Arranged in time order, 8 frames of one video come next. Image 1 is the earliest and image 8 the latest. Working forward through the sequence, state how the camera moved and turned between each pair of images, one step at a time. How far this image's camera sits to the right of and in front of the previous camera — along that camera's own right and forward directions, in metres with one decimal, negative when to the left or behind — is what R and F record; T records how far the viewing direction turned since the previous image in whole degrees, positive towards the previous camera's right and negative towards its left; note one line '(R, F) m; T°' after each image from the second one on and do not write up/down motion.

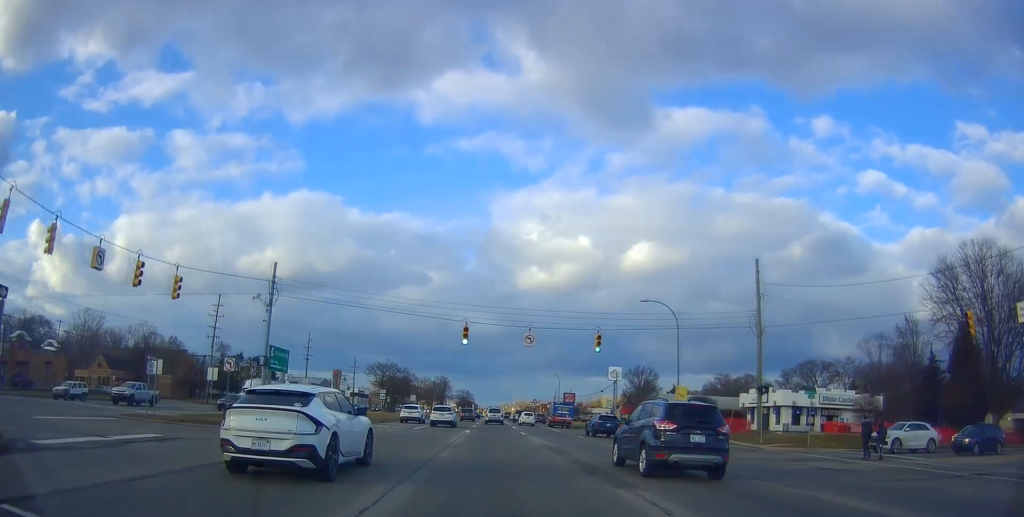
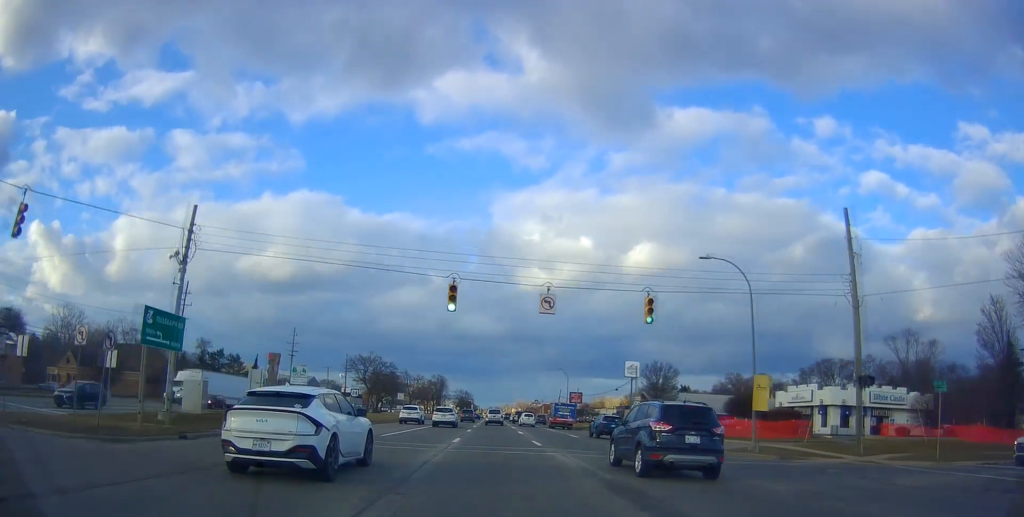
(-0.2, +11.6) m; -1°
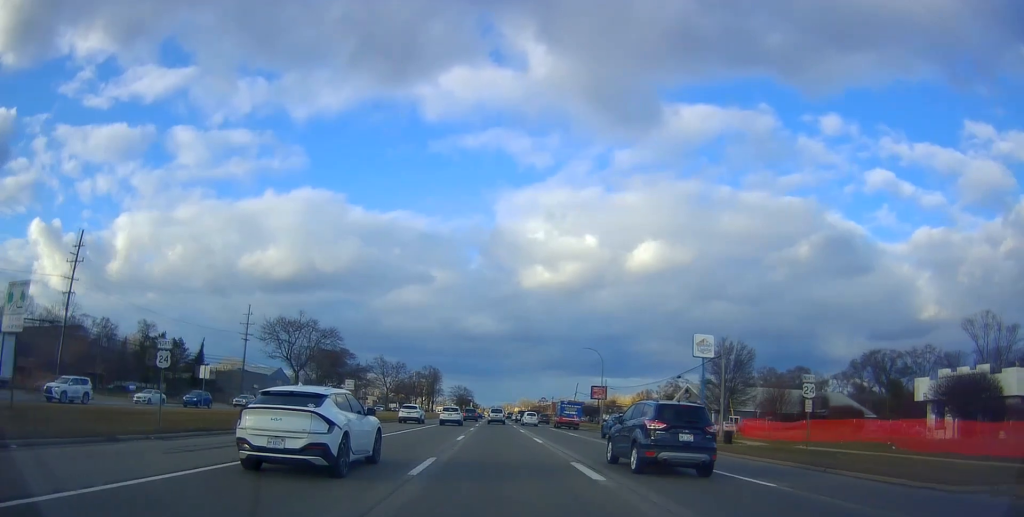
(0.0, +27.6) m; +2°
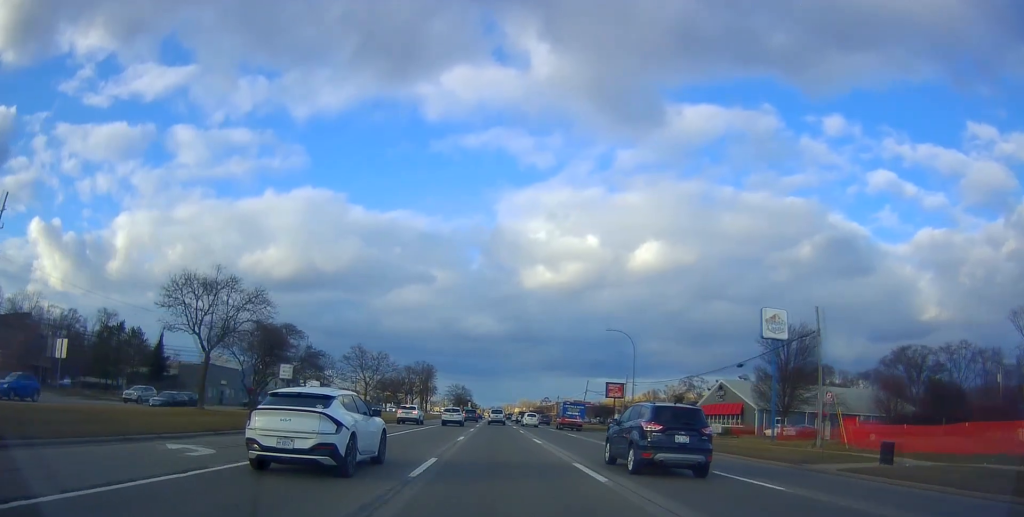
(+0.2, +14.7) m; 0°
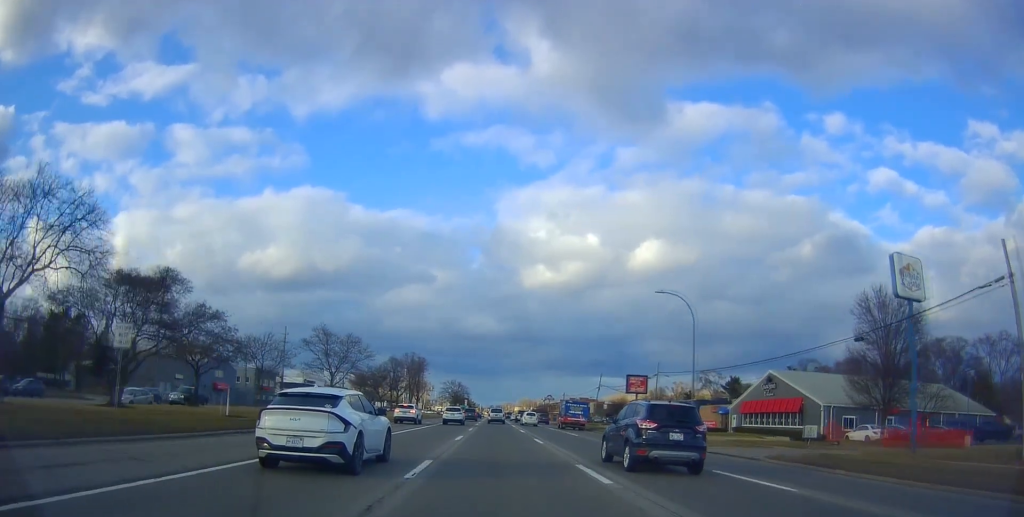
(0.0, +15.5) m; -1°
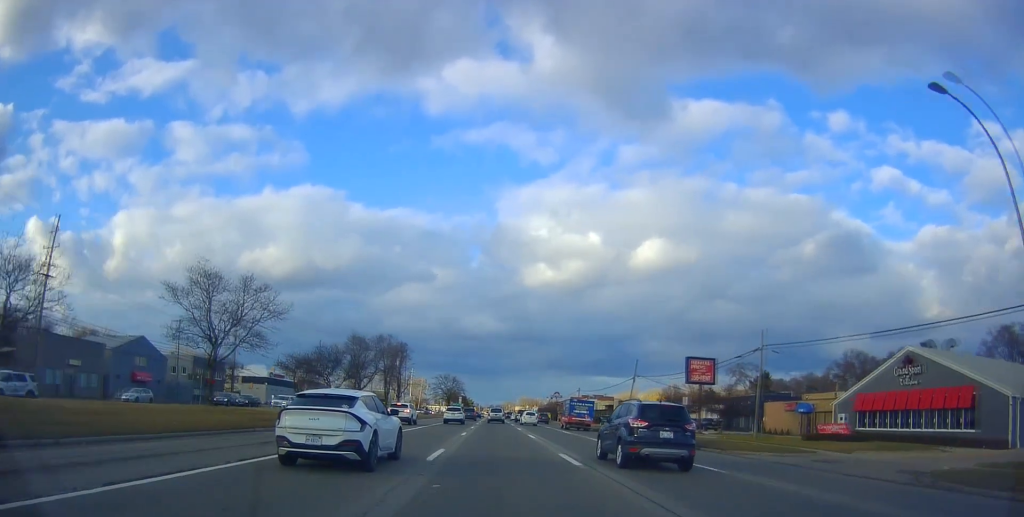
(-0.2, +26.0) m; 0°
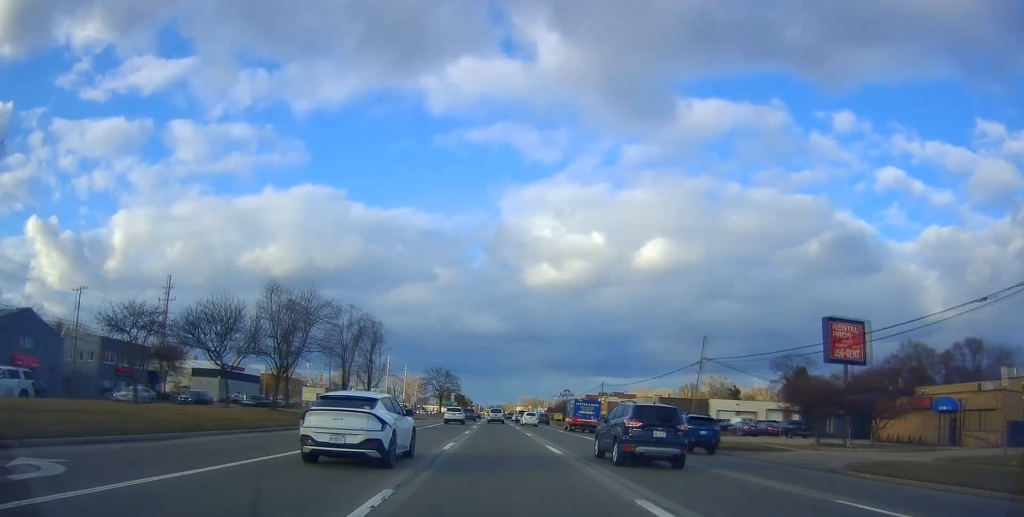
(+0.3, +25.4) m; 0°
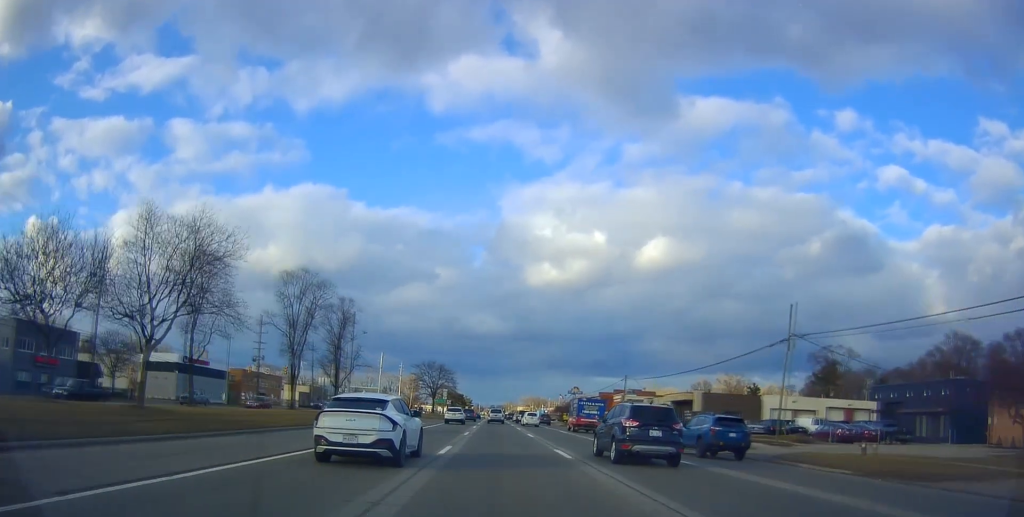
(-0.1, +16.8) m; -1°
